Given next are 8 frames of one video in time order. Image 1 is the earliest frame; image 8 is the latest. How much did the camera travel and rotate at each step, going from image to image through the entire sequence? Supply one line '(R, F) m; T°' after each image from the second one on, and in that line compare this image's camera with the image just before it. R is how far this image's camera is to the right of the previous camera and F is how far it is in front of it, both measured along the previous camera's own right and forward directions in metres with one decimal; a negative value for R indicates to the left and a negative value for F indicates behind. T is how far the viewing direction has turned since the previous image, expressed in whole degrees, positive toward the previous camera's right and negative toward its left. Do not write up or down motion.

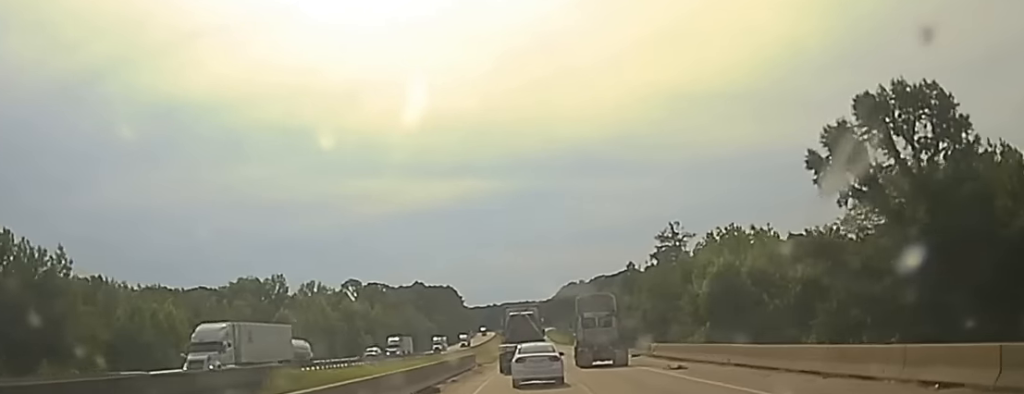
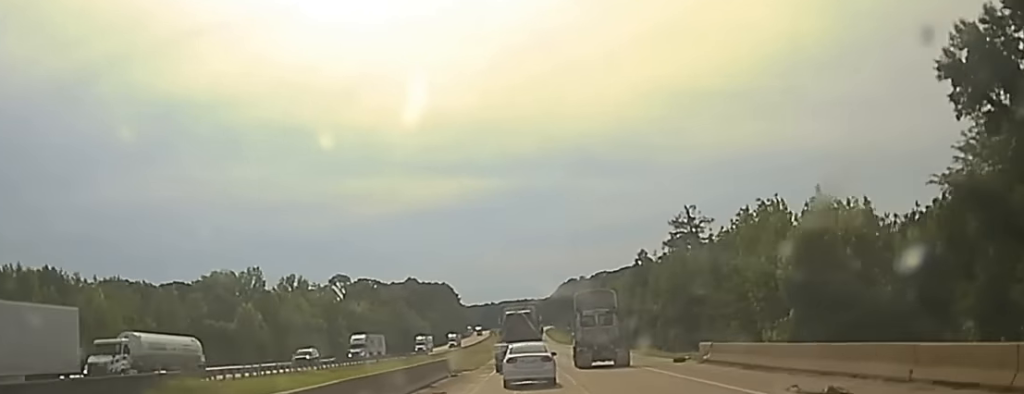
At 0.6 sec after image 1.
(+0.3, +21.7) m; 0°
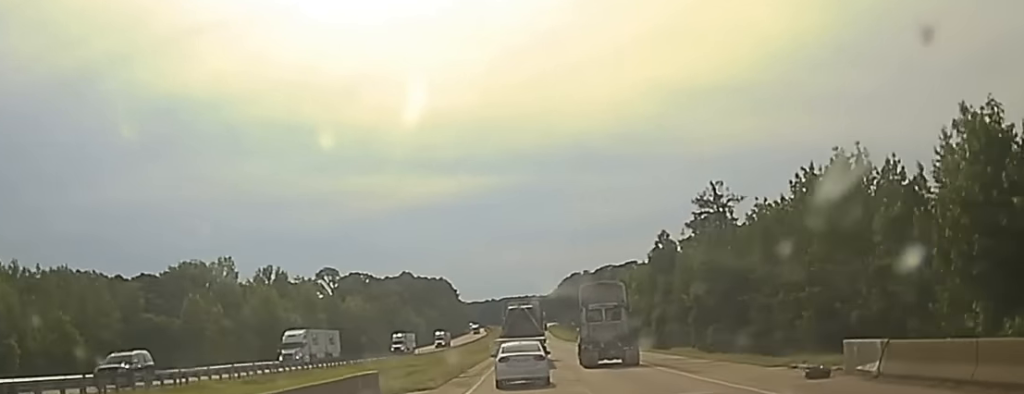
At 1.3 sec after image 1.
(0.0, +24.0) m; 0°
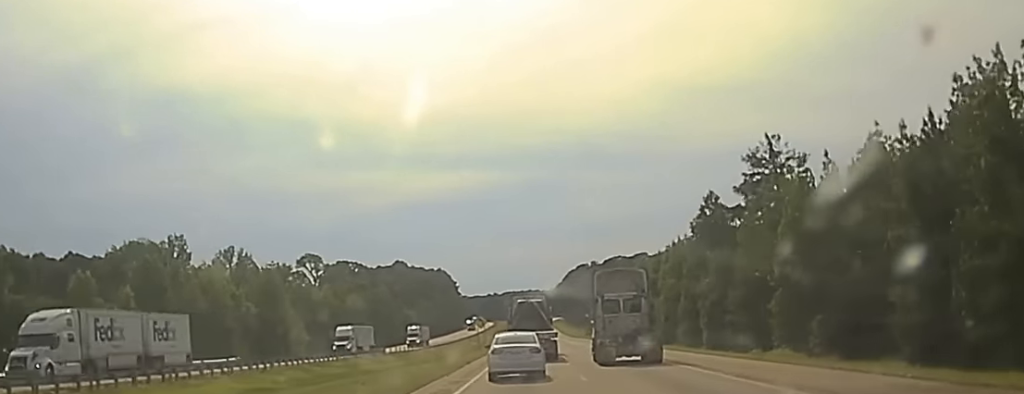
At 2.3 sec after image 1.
(-0.3, +32.6) m; 0°
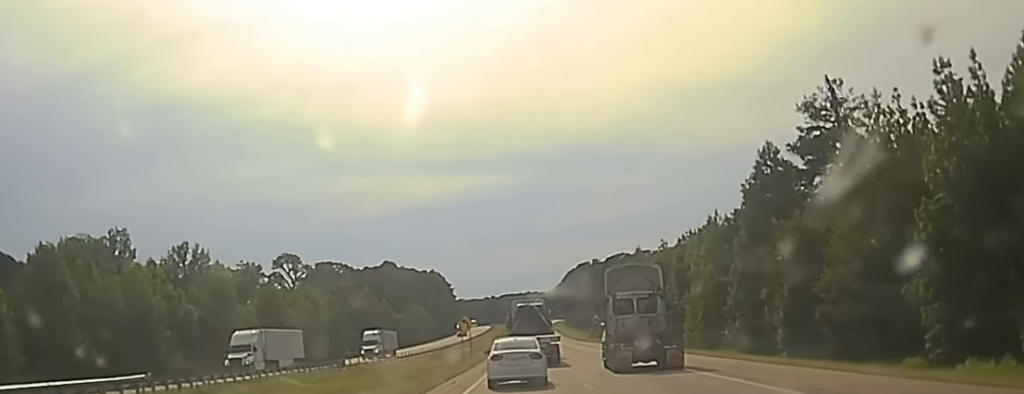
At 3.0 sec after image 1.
(+0.5, +26.1) m; 0°
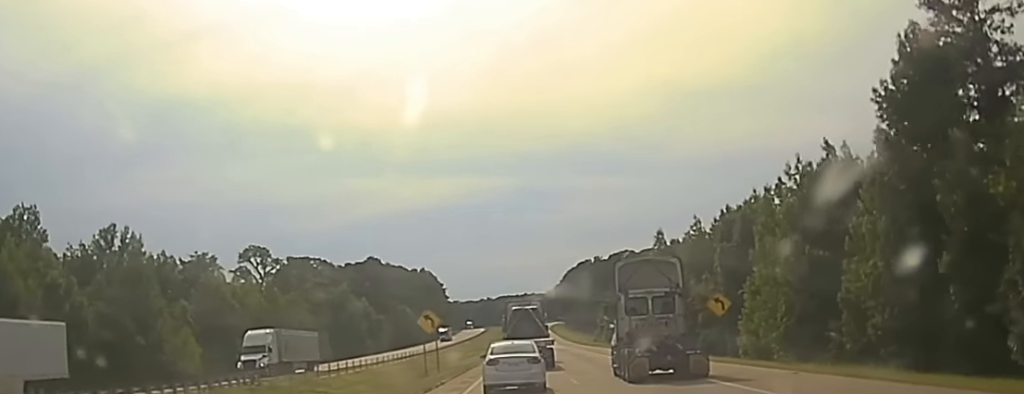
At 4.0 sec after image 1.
(-0.5, +31.0) m; -1°
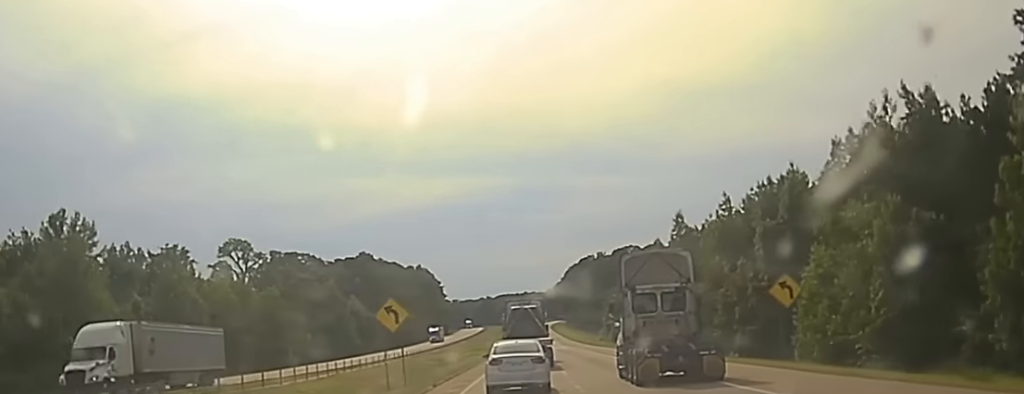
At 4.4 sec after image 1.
(0.0, +16.2) m; 0°
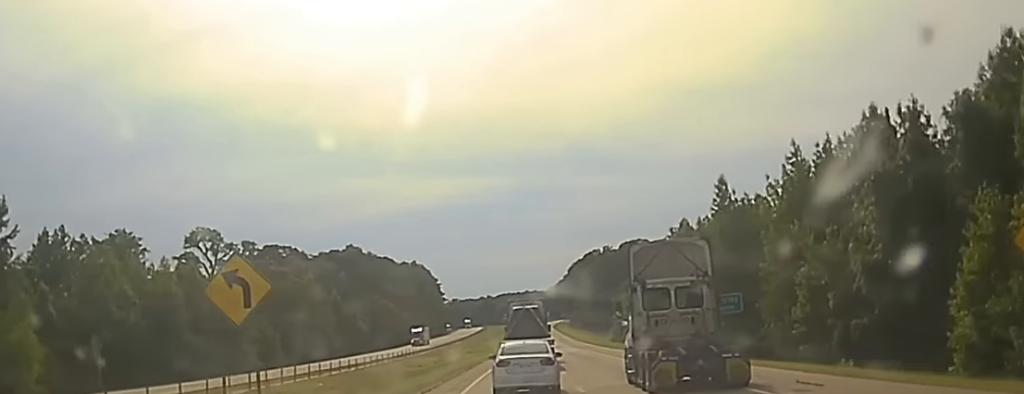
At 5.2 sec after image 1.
(+0.1, +25.6) m; +1°
